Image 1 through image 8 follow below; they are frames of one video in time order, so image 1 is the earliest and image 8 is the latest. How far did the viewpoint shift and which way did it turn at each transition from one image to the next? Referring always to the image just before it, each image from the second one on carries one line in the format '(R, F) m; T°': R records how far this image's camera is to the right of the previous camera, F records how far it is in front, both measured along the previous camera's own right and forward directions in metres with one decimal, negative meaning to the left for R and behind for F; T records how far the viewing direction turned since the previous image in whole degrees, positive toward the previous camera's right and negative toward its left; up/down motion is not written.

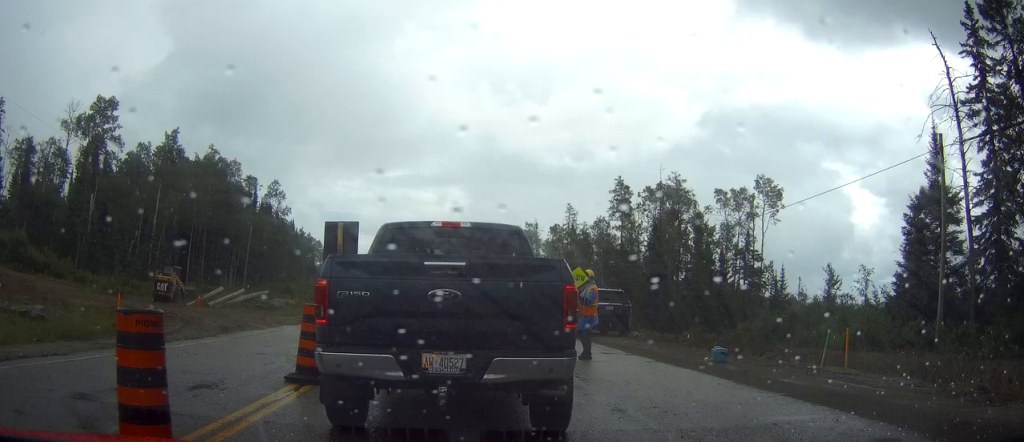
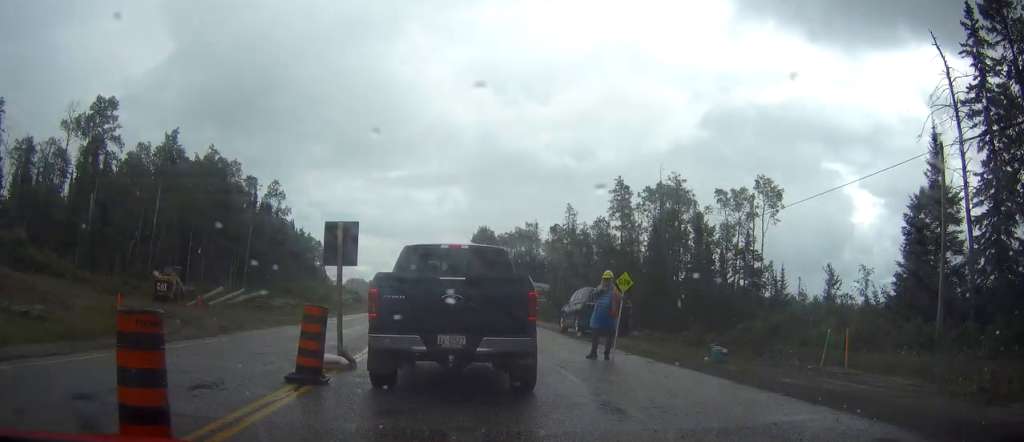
(0.0, 0.0) m; 0°
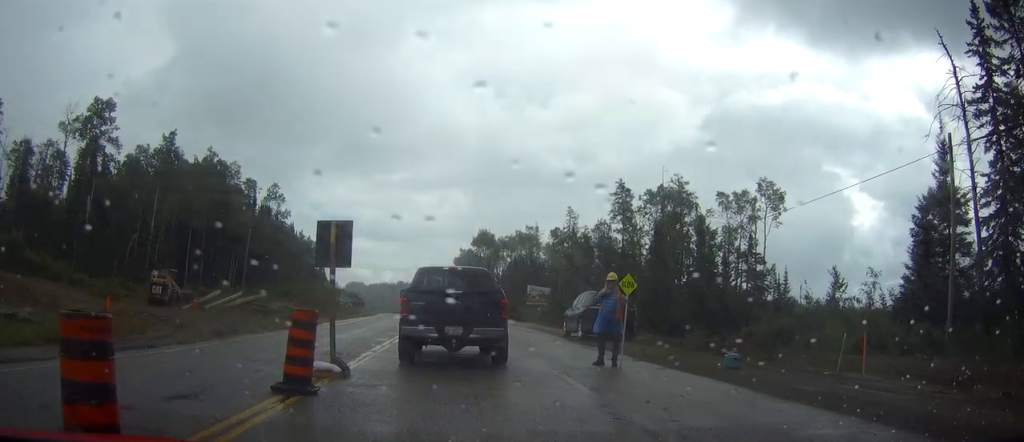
(0.0, 0.0) m; 0°
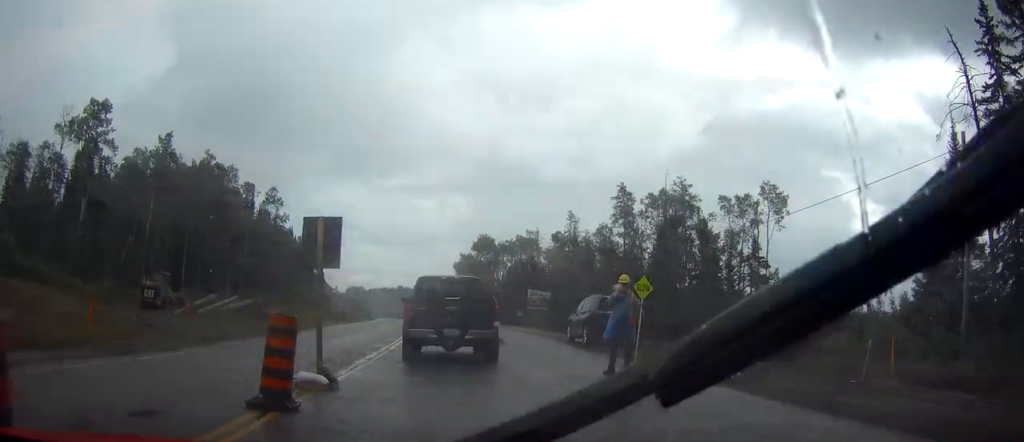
(0.0, 0.0) m; 0°
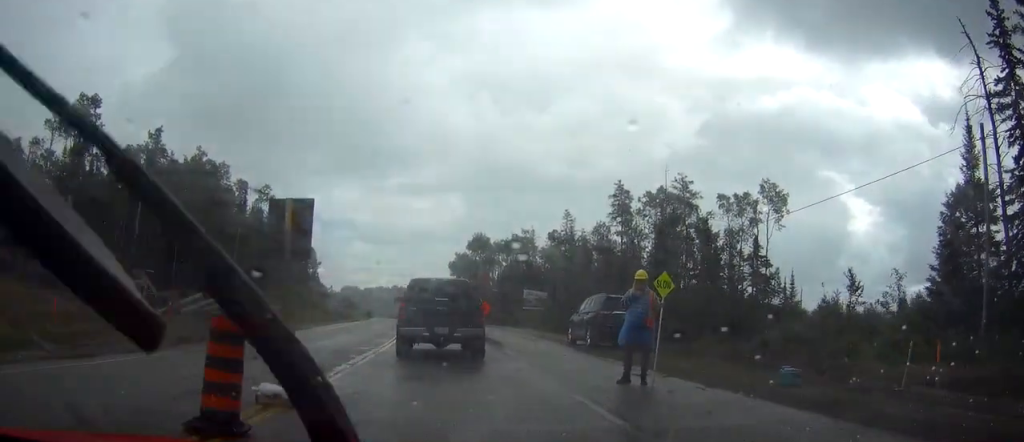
(0.0, +1.9) m; -1°
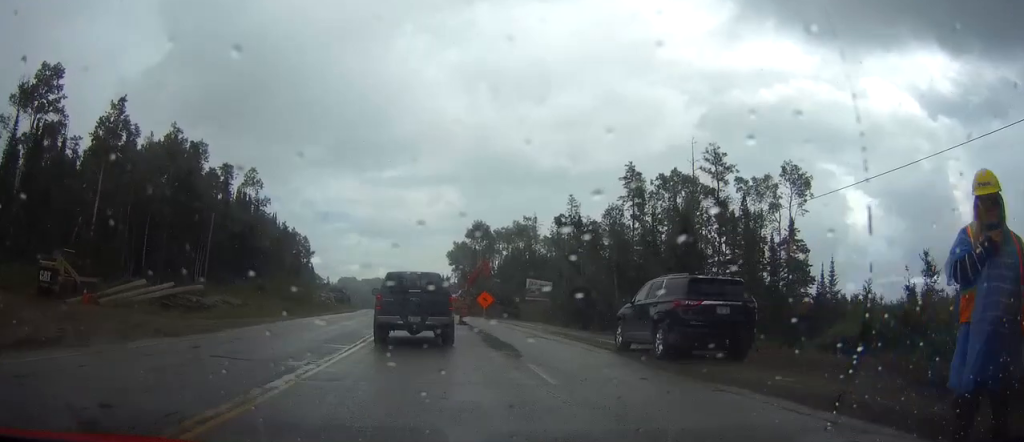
(-0.2, +8.4) m; -1°
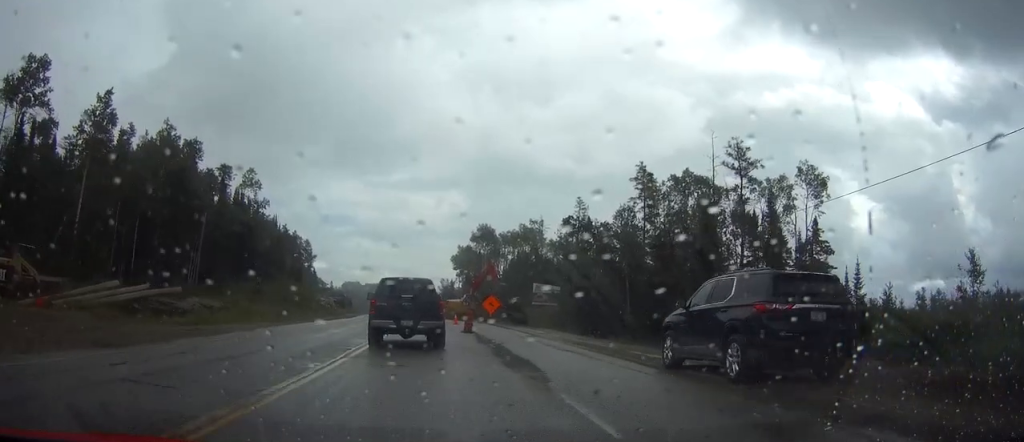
(0.0, +4.4) m; 0°
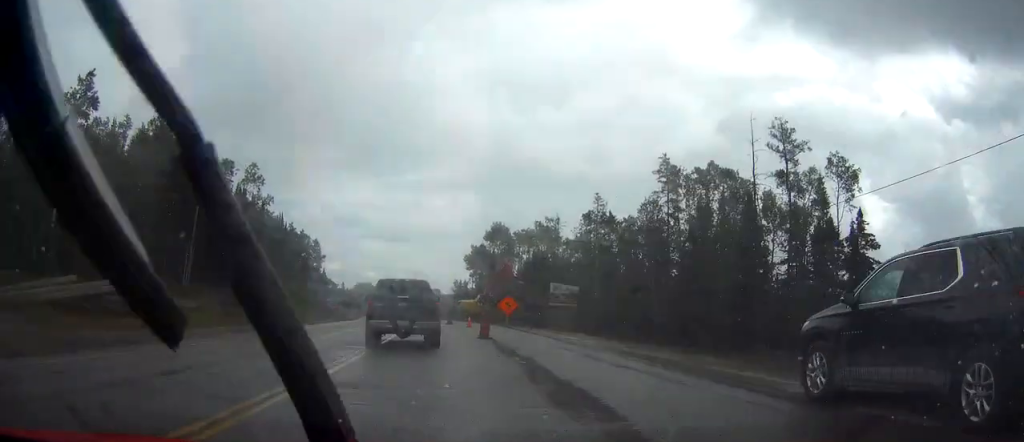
(0.0, +5.8) m; -1°
